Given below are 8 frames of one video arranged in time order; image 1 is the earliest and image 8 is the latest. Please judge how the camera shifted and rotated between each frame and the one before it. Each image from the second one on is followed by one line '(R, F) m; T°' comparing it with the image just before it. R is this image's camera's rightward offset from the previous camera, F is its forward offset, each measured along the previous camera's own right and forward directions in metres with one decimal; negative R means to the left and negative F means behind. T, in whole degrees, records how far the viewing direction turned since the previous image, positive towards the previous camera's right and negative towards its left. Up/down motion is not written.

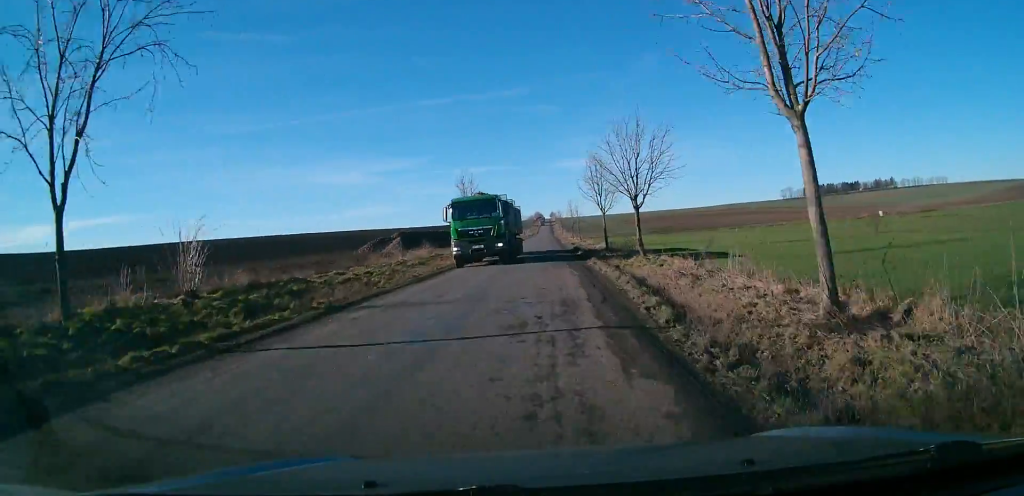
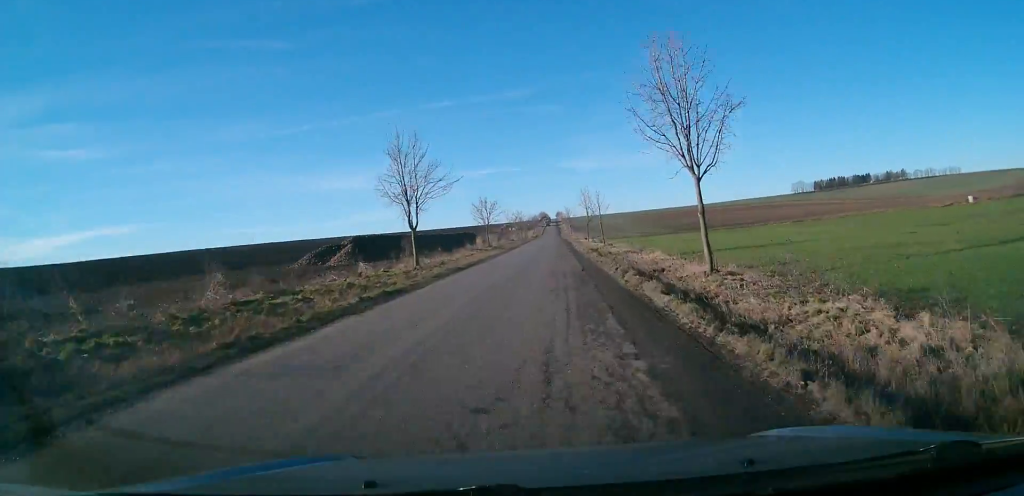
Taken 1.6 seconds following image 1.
(+0.1, +26.5) m; +1°
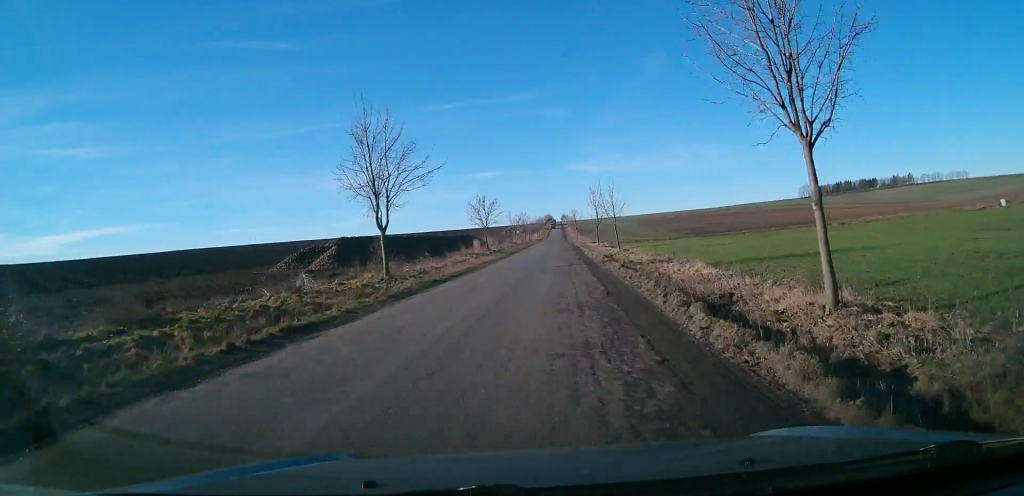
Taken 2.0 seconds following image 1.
(0.0, +6.9) m; 0°
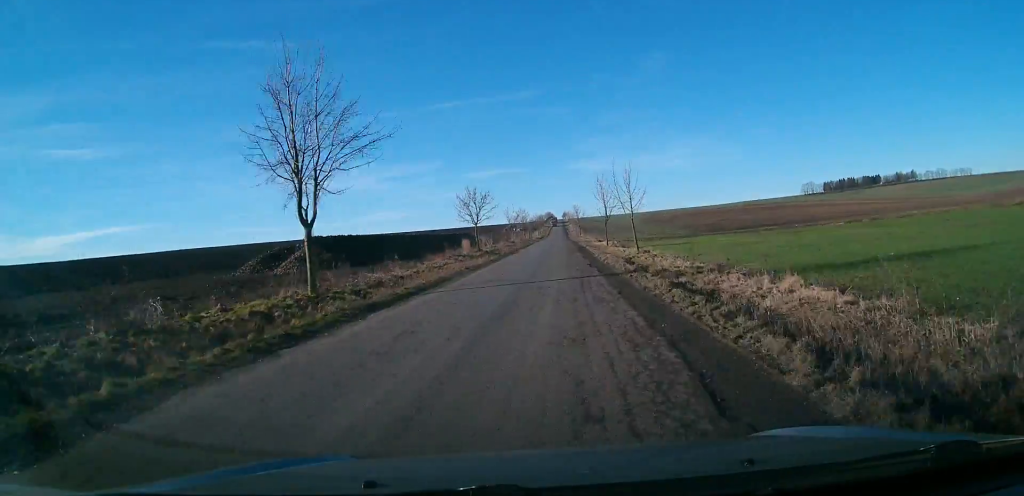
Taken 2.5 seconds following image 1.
(0.0, +8.4) m; 0°
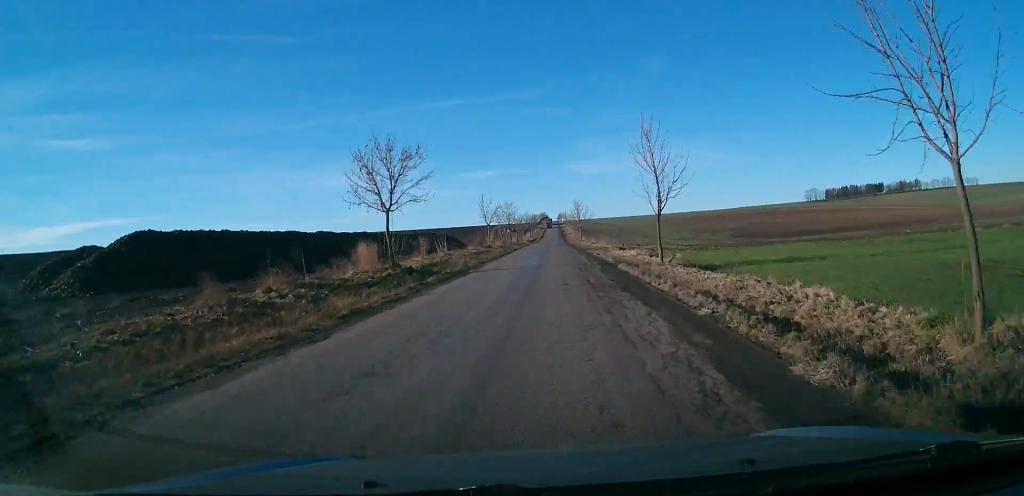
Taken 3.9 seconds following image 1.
(+0.1, +27.4) m; -1°
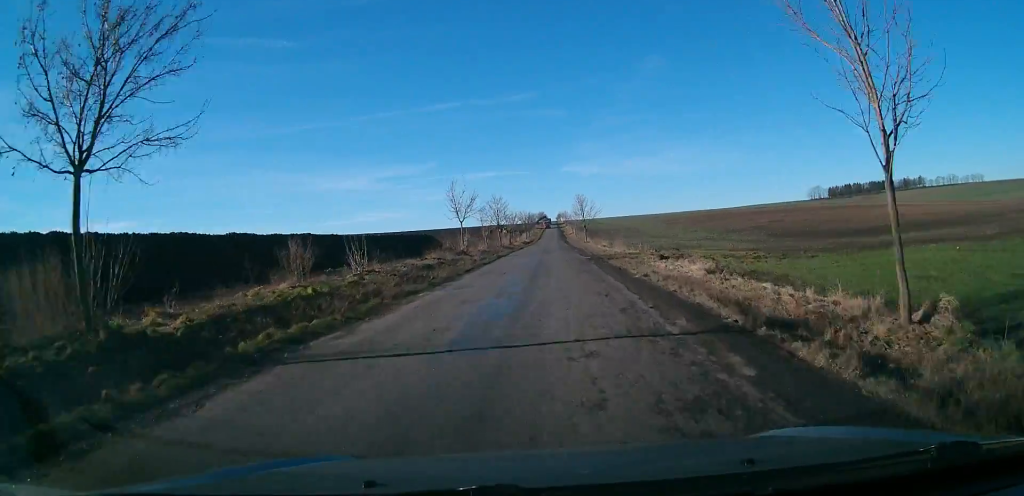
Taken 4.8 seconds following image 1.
(-0.4, +17.8) m; 0°
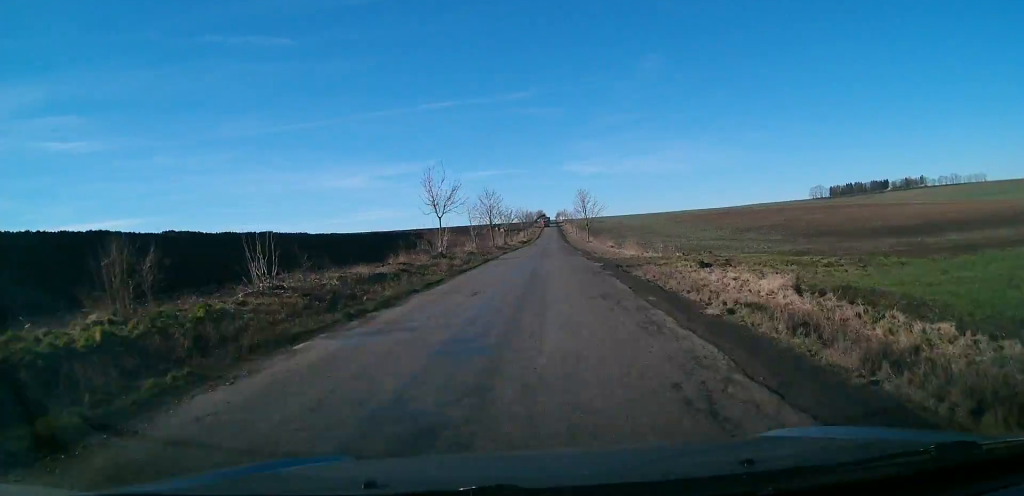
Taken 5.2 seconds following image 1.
(+0.1, +8.1) m; 0°
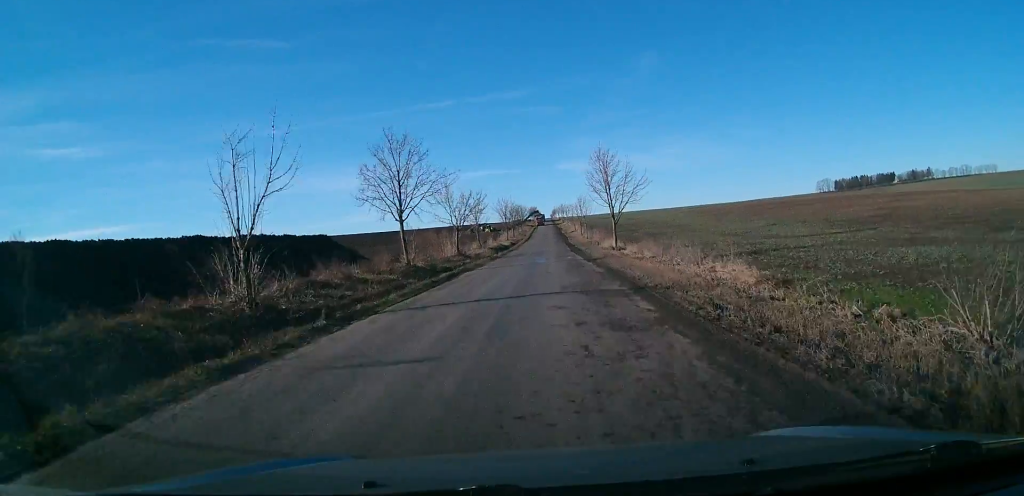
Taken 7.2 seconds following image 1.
(+0.1, +39.9) m; +1°
